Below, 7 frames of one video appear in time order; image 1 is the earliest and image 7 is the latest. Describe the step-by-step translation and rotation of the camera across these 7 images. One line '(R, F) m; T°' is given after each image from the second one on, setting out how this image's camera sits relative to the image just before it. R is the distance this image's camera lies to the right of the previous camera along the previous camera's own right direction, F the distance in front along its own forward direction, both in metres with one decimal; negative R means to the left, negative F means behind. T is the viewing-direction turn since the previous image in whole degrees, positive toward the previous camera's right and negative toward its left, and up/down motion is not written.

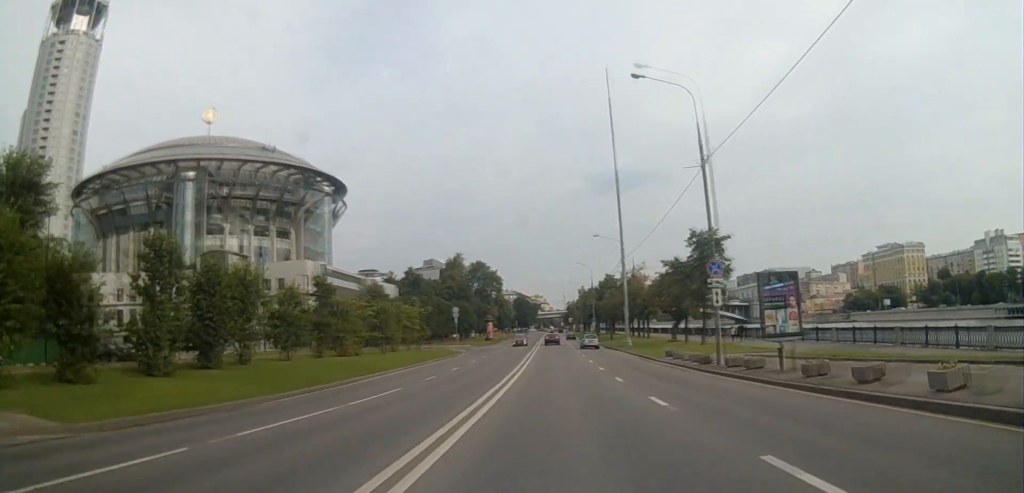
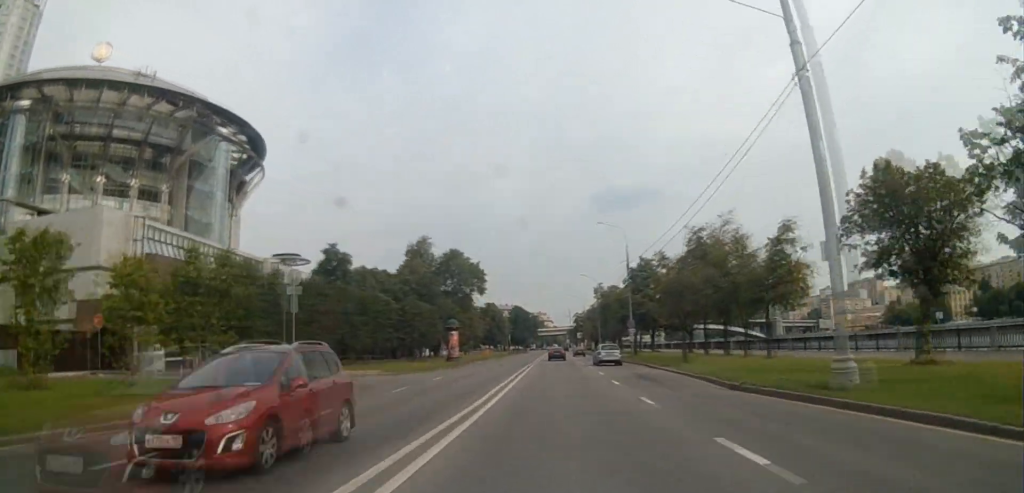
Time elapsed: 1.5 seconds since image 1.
(0.0, +48.5) m; 0°
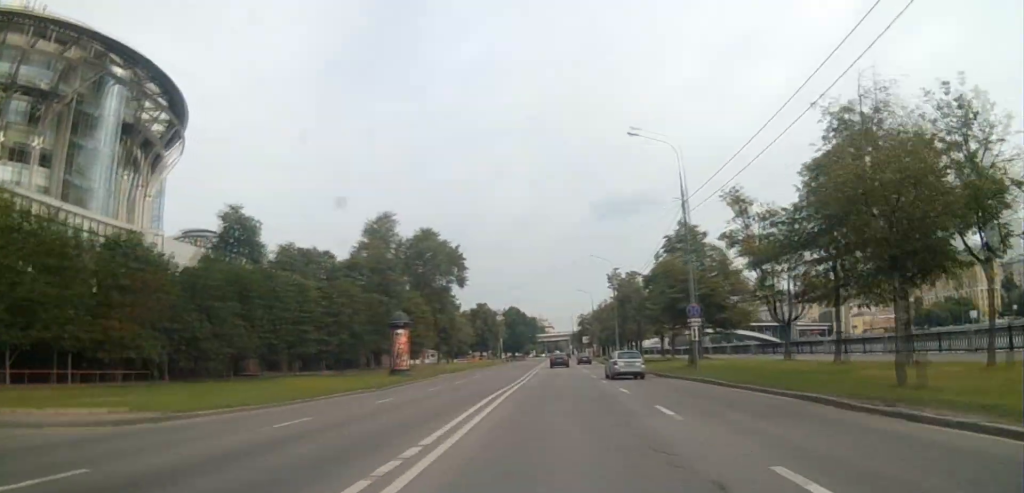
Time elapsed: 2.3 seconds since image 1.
(0.0, +27.6) m; 0°
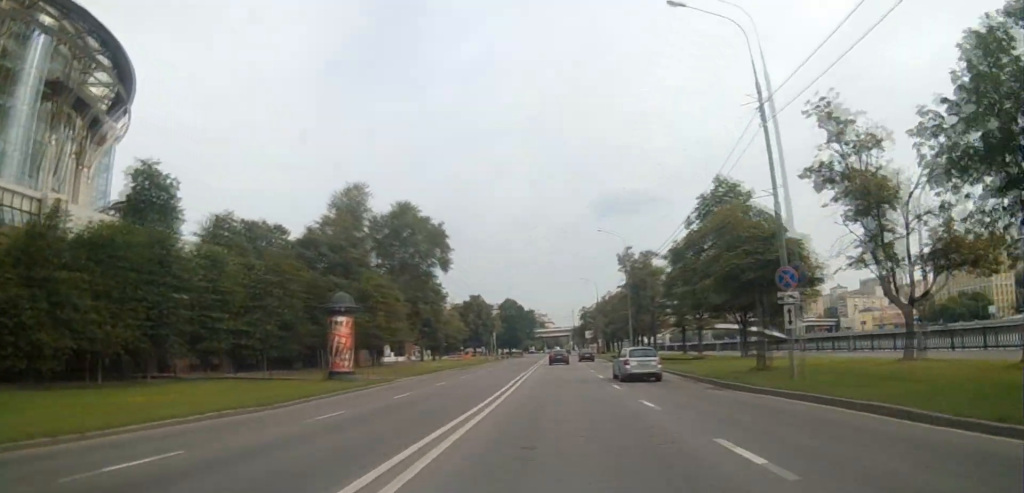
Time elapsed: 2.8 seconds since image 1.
(0.0, +14.3) m; 0°
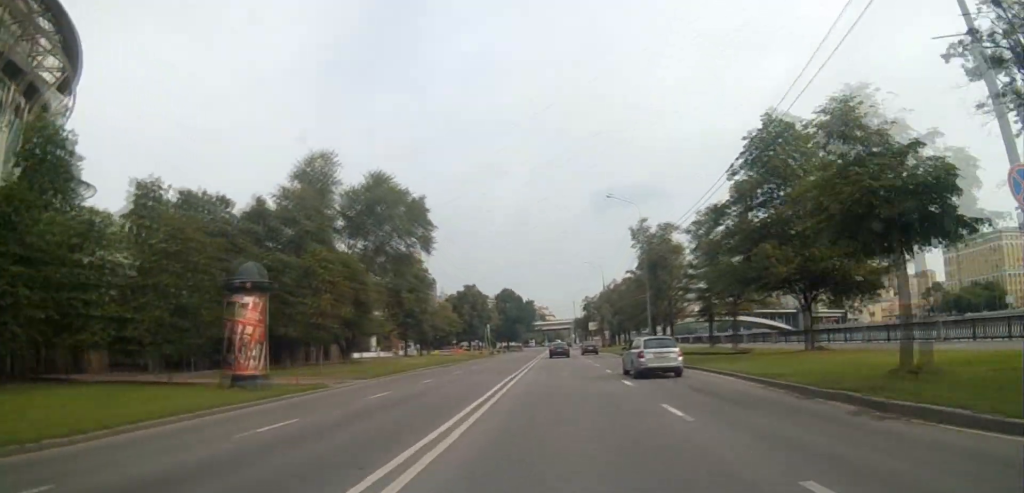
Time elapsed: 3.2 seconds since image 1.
(0.0, +11.9) m; 0°
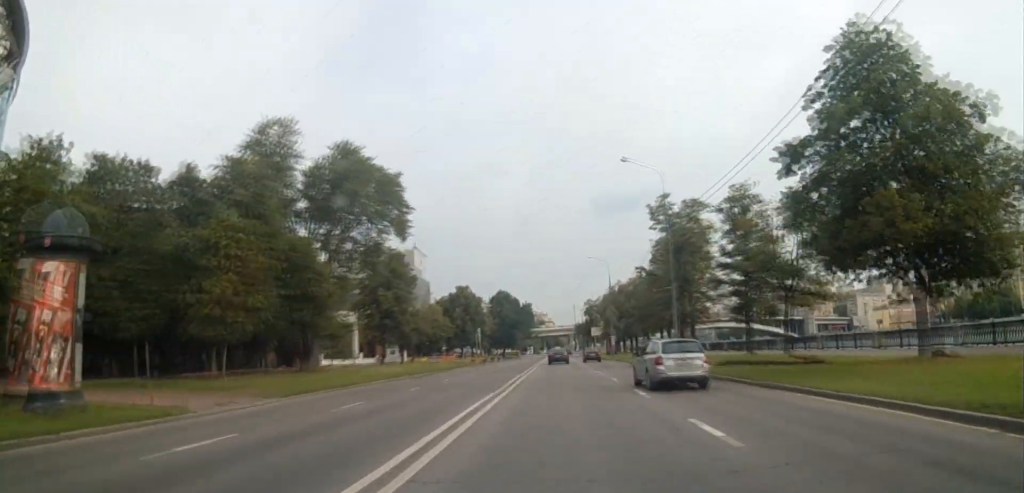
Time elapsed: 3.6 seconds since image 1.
(0.0, +11.3) m; 0°
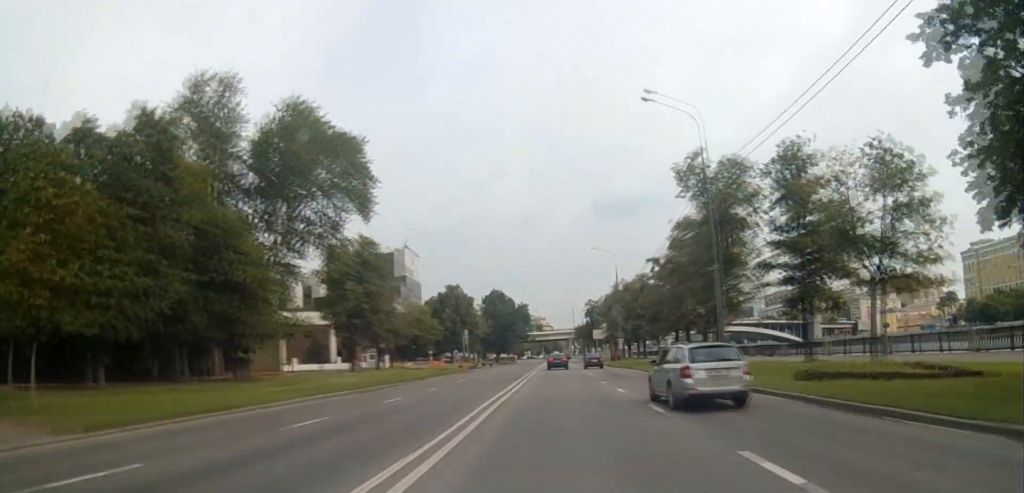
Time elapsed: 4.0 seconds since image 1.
(0.0, +11.3) m; 0°
